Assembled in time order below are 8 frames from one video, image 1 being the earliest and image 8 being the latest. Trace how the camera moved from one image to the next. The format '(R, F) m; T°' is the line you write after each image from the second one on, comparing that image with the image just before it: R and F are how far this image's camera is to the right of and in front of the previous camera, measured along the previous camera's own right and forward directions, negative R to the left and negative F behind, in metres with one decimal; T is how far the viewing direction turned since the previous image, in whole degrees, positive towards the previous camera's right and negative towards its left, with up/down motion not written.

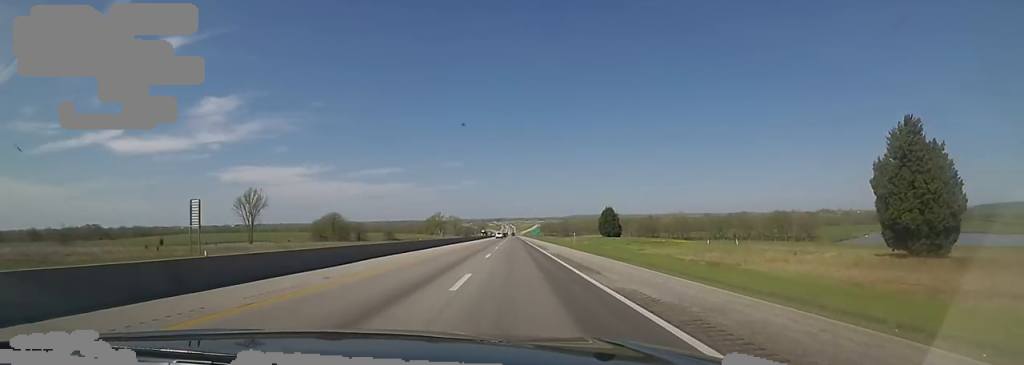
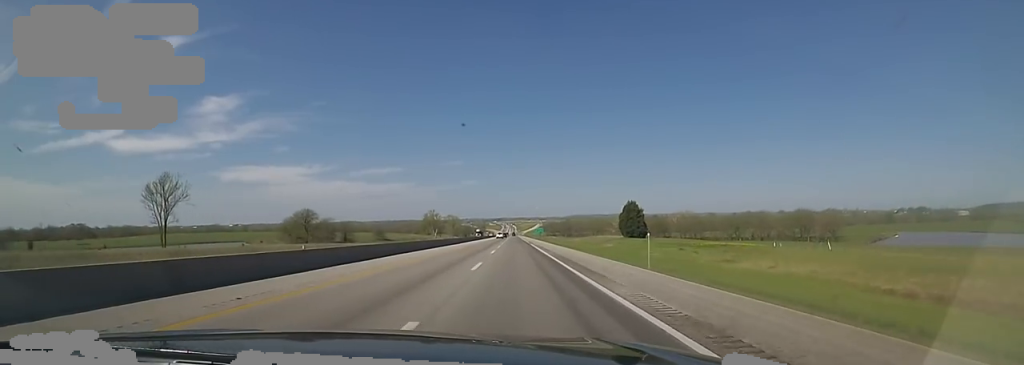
(+0.2, +24.5) m; +1°
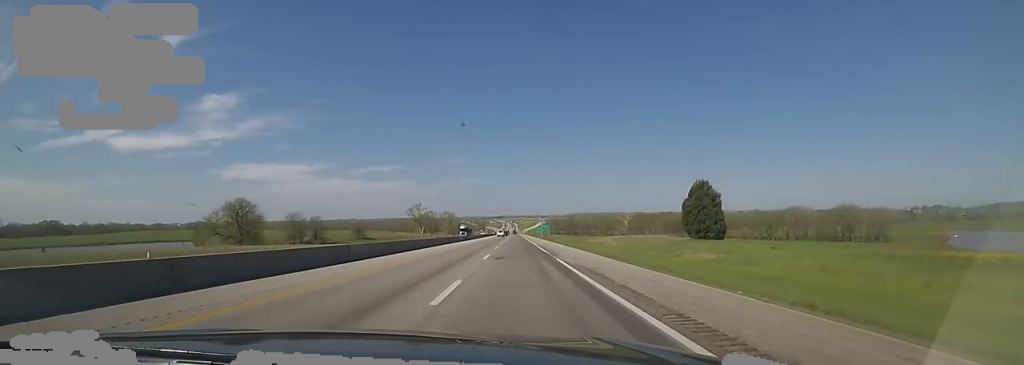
(+0.3, +39.4) m; -1°
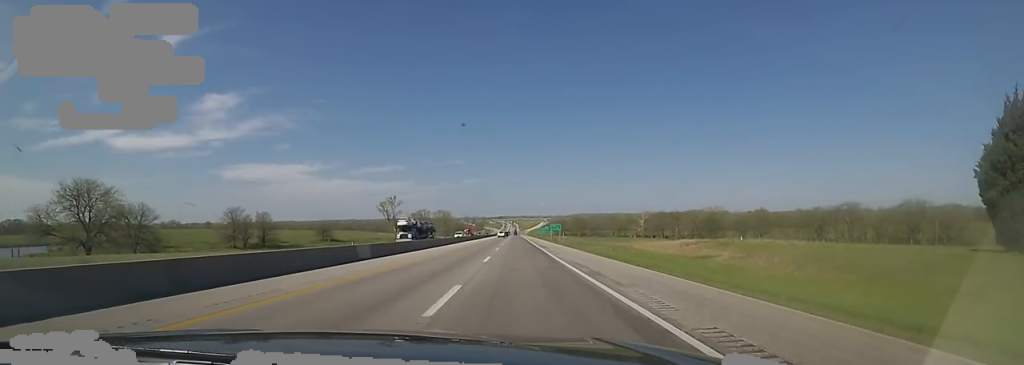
(-0.3, +46.6) m; 0°
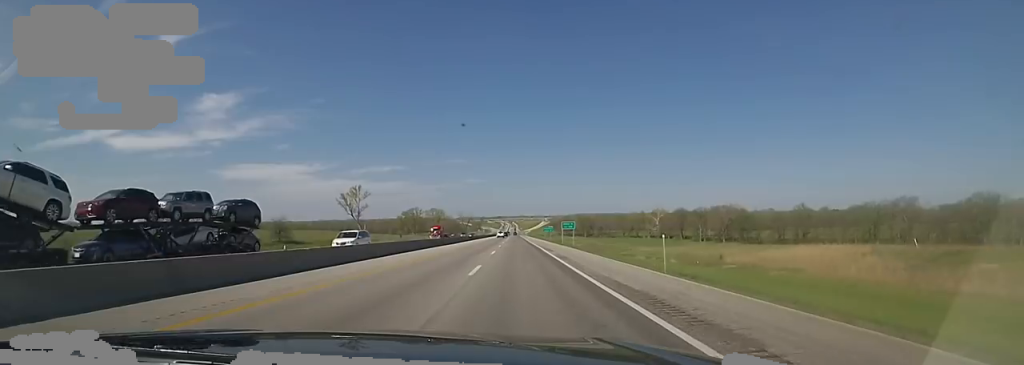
(0.0, +37.6) m; 0°
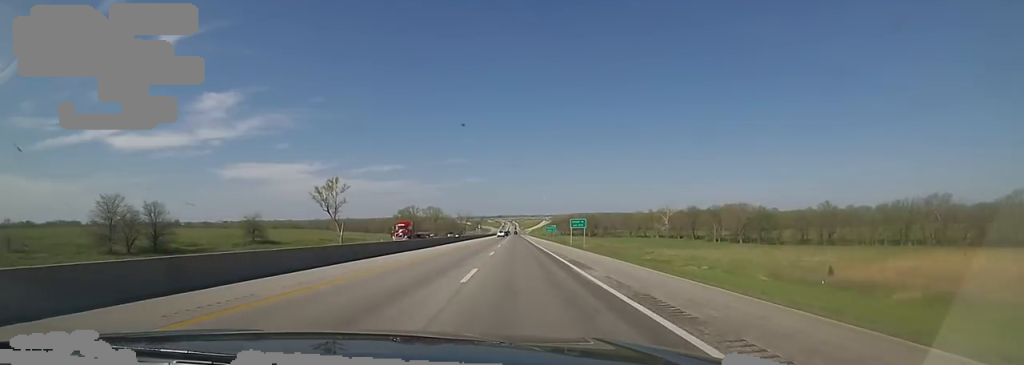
(-0.6, +17.6) m; 0°
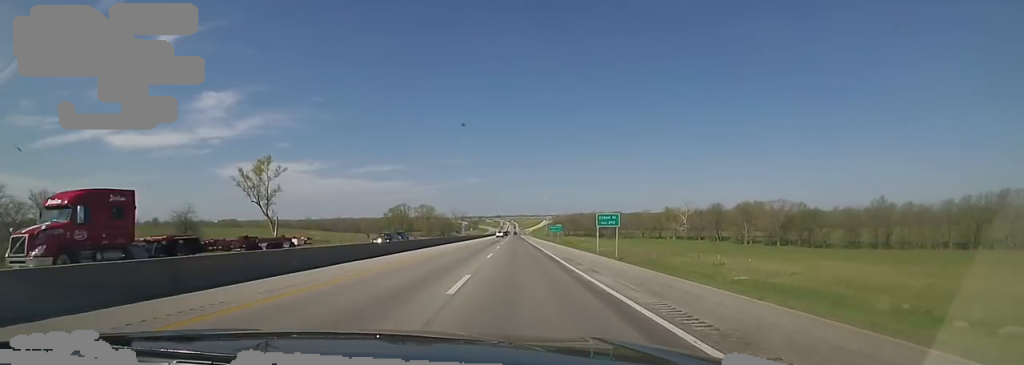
(+1.1, +32.6) m; 0°
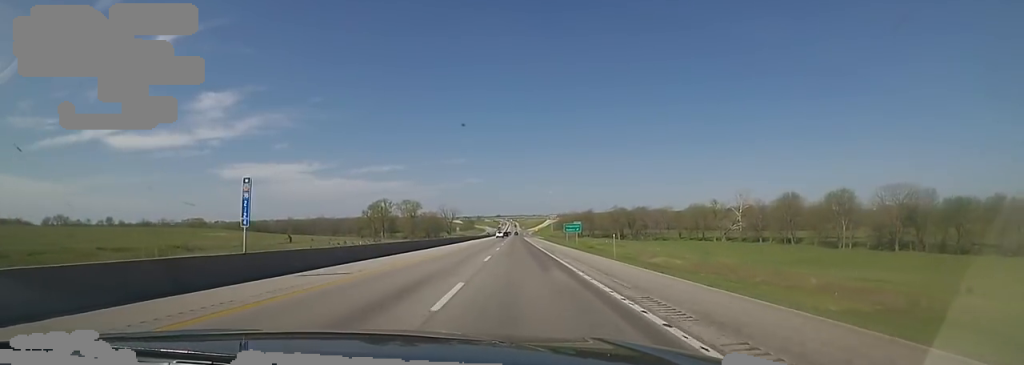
(-0.5, +62.6) m; 0°
